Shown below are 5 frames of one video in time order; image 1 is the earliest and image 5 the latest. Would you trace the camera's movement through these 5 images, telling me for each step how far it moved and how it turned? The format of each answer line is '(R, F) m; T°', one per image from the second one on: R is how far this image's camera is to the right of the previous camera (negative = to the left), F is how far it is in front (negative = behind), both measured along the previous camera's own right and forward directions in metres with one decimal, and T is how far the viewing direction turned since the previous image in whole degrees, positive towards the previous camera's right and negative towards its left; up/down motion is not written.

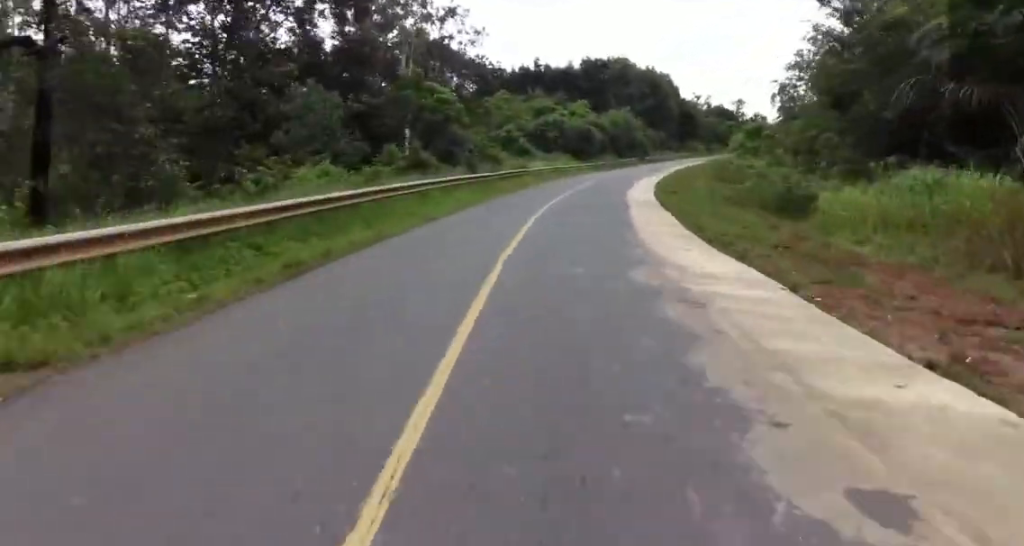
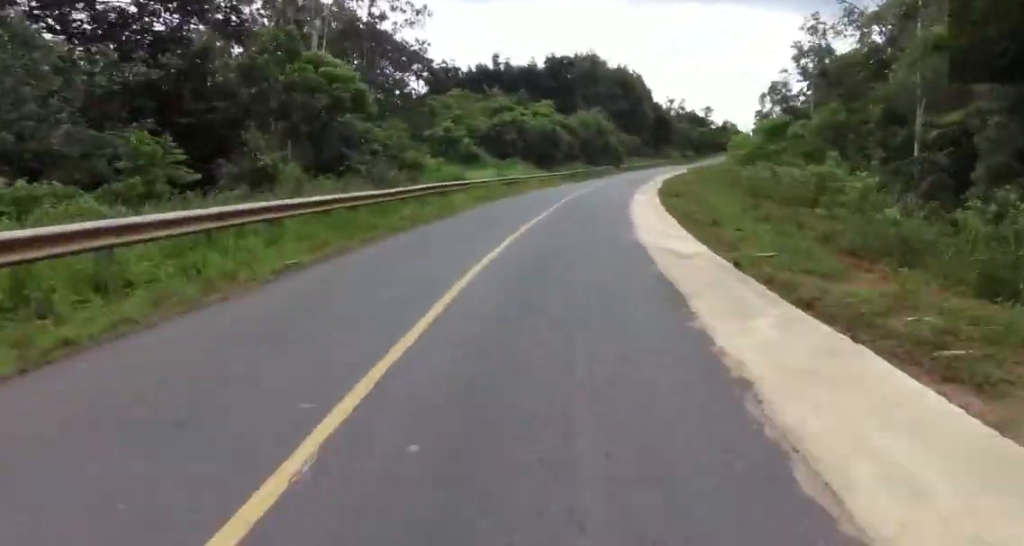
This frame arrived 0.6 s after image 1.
(+0.4, +12.7) m; +3°
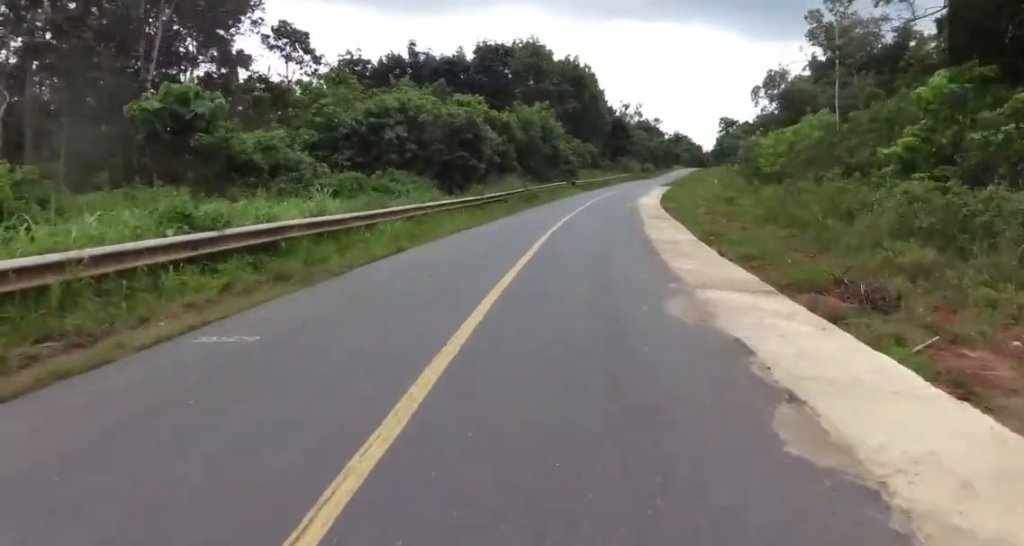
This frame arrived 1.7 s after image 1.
(+0.9, +23.8) m; +7°
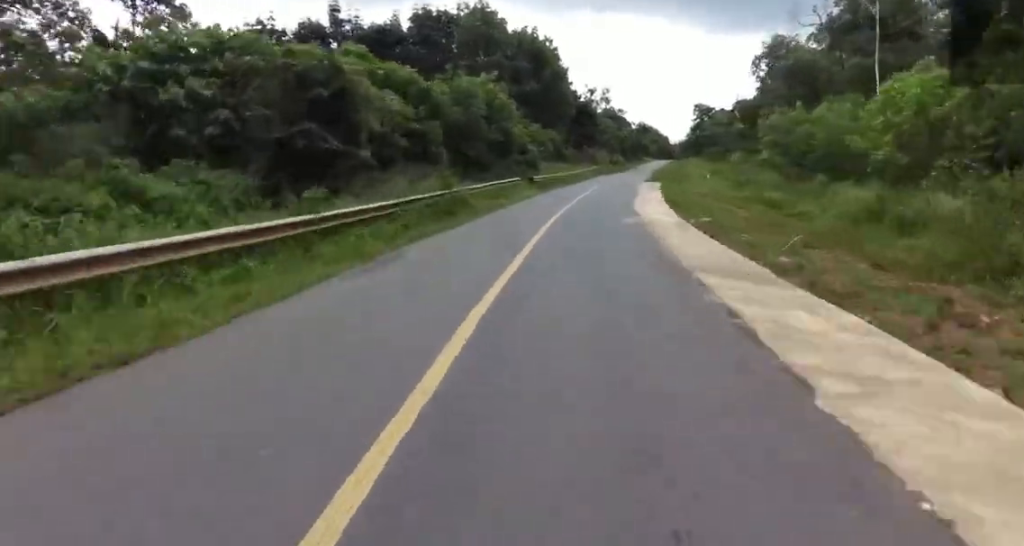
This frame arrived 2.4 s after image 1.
(+1.9, +14.7) m; +2°
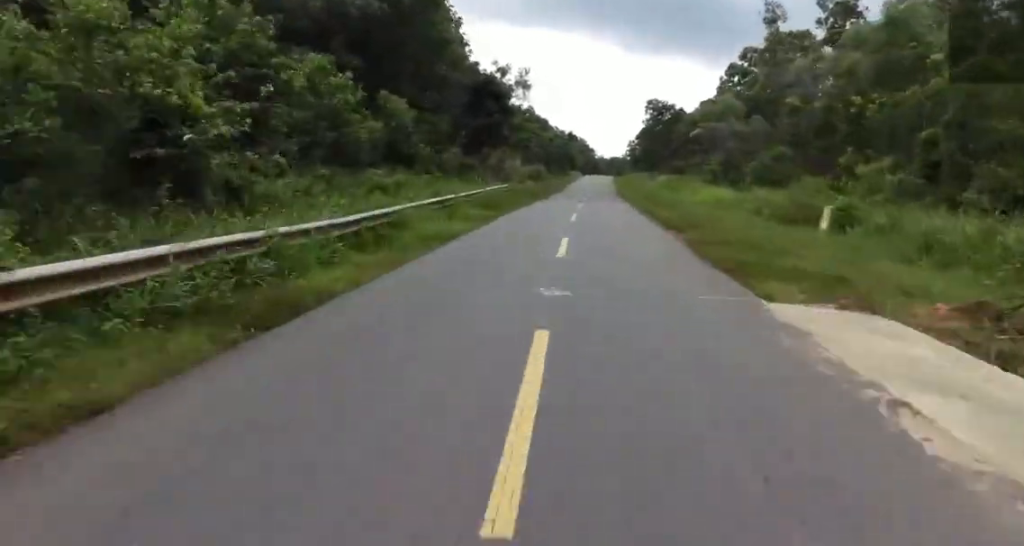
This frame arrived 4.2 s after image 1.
(-0.1, +41.8) m; +5°
